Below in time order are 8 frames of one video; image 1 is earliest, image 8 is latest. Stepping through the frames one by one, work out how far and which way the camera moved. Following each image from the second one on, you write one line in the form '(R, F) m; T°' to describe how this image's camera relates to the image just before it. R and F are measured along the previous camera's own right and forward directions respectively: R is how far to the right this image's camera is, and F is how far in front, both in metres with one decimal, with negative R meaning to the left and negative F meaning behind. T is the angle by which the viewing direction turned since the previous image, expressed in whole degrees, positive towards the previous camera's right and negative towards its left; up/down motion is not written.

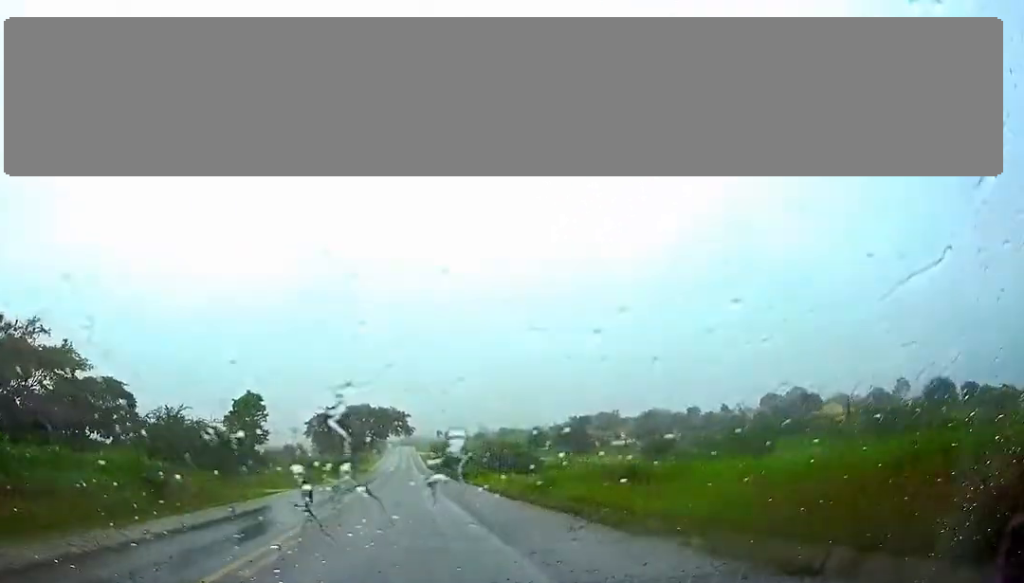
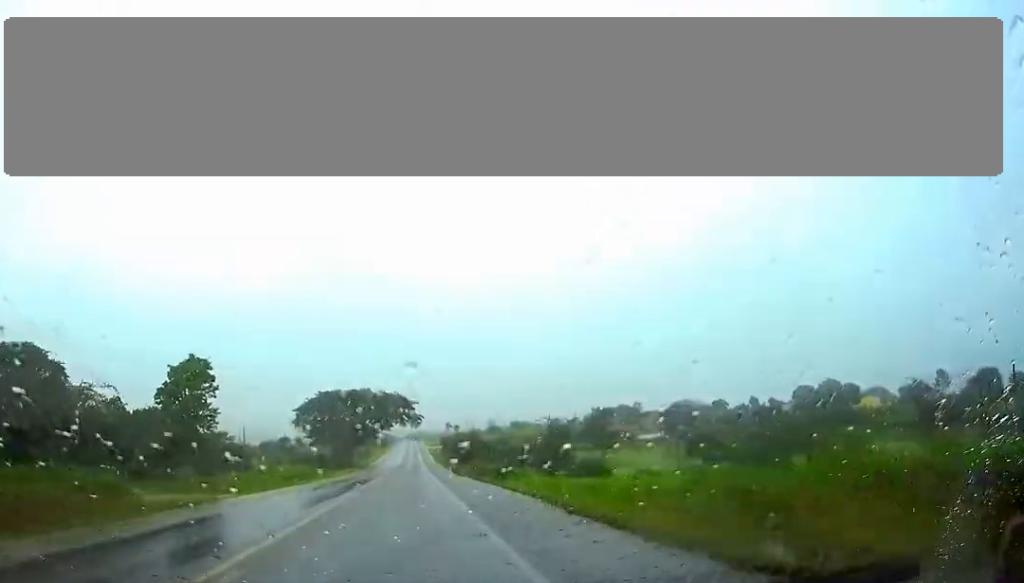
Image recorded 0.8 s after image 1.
(-0.1, +21.0) m; 0°
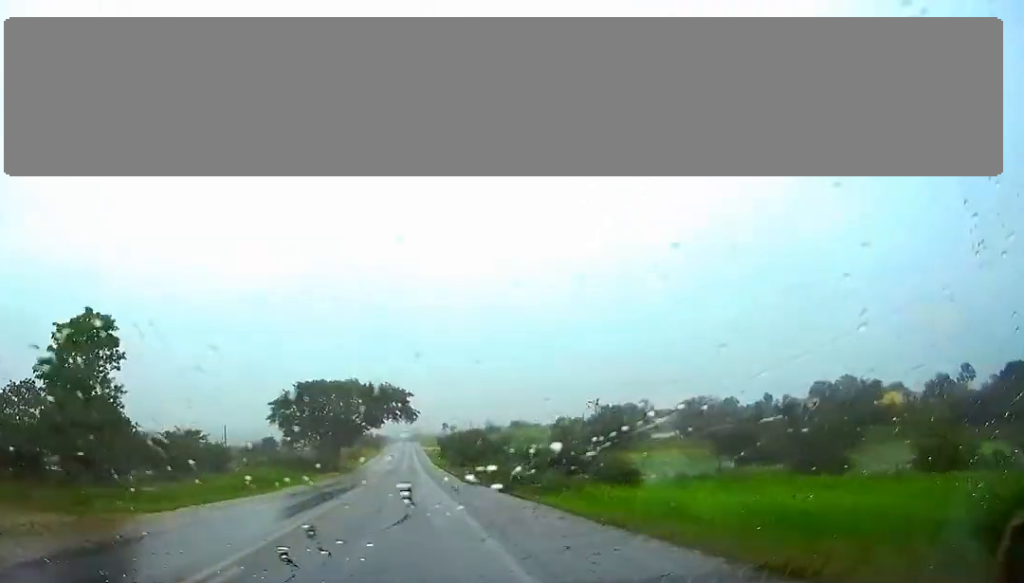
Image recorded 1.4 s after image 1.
(+0.1, +16.5) m; 0°
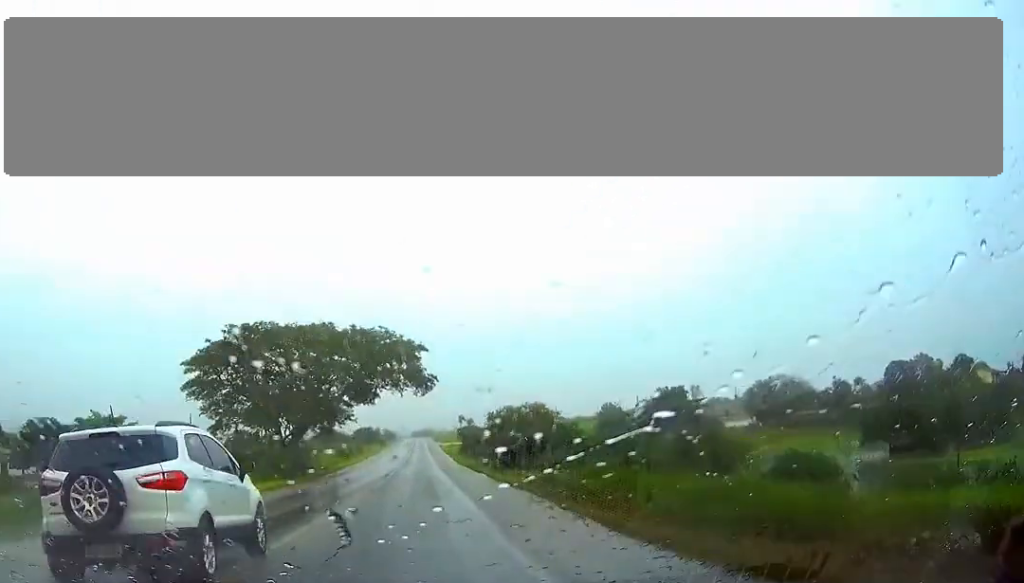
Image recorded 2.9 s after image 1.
(-0.1, +41.6) m; 0°
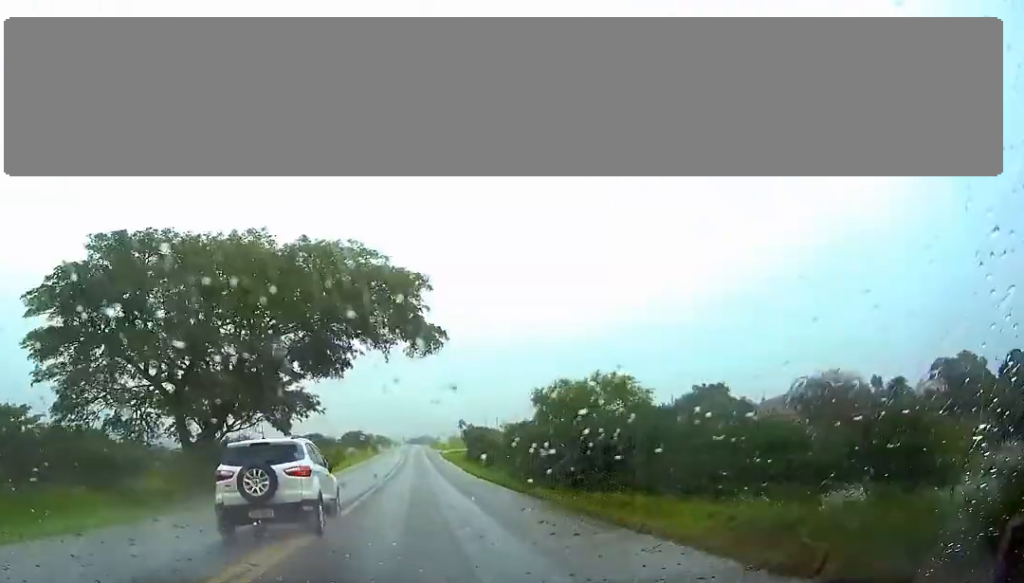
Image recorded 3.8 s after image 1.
(-0.1, +25.1) m; 0°
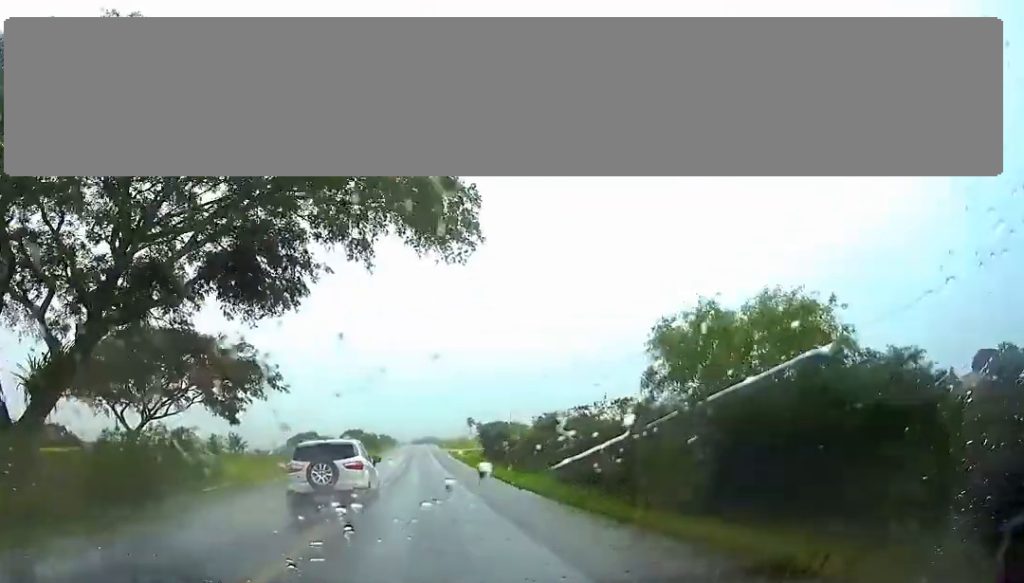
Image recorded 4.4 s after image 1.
(+0.1, +17.7) m; 0°
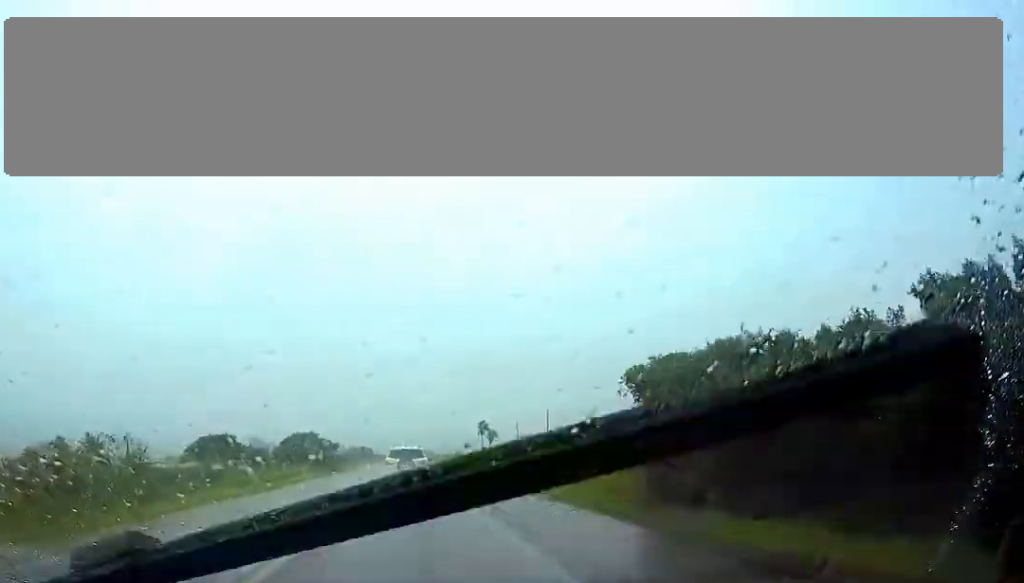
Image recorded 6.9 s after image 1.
(+0.2, +69.8) m; 0°
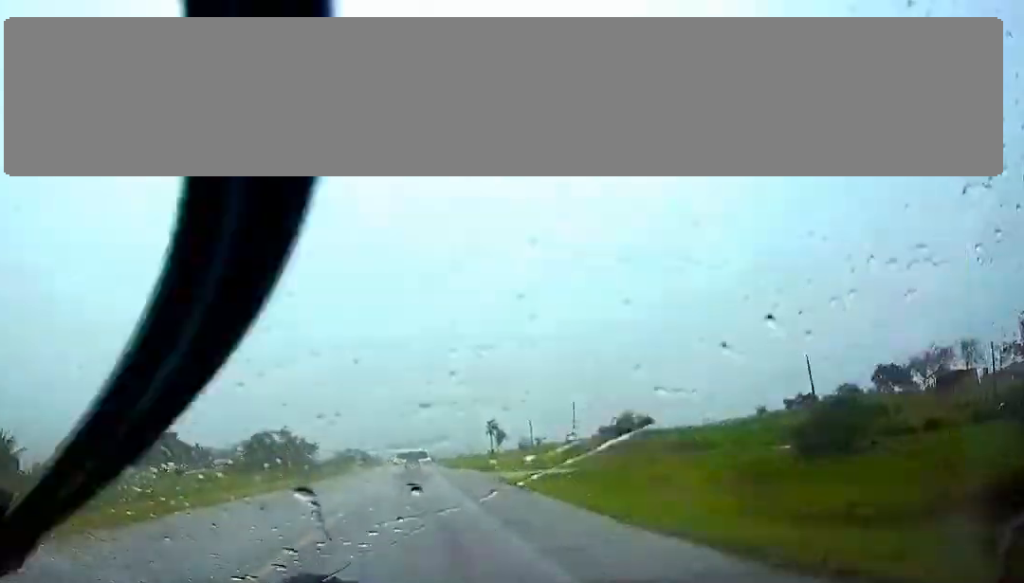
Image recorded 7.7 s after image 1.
(0.0, +23.2) m; 0°
